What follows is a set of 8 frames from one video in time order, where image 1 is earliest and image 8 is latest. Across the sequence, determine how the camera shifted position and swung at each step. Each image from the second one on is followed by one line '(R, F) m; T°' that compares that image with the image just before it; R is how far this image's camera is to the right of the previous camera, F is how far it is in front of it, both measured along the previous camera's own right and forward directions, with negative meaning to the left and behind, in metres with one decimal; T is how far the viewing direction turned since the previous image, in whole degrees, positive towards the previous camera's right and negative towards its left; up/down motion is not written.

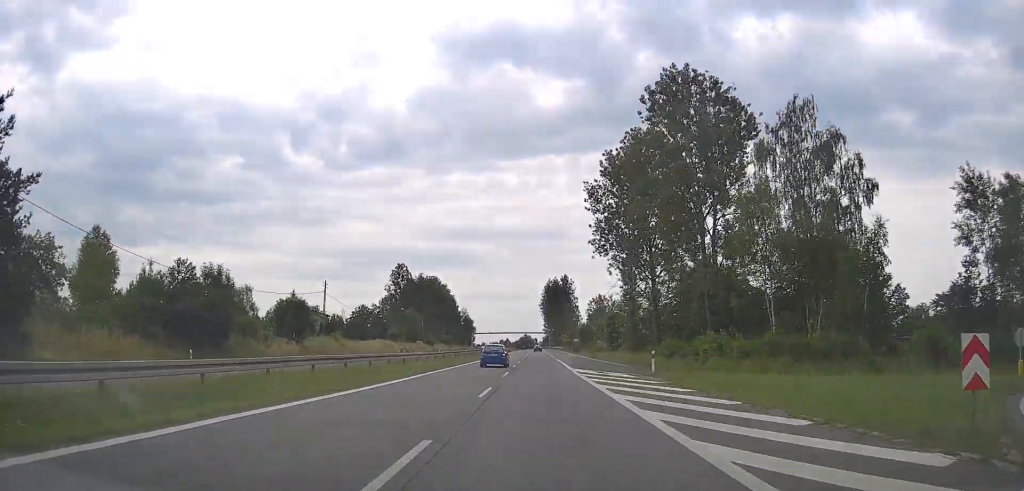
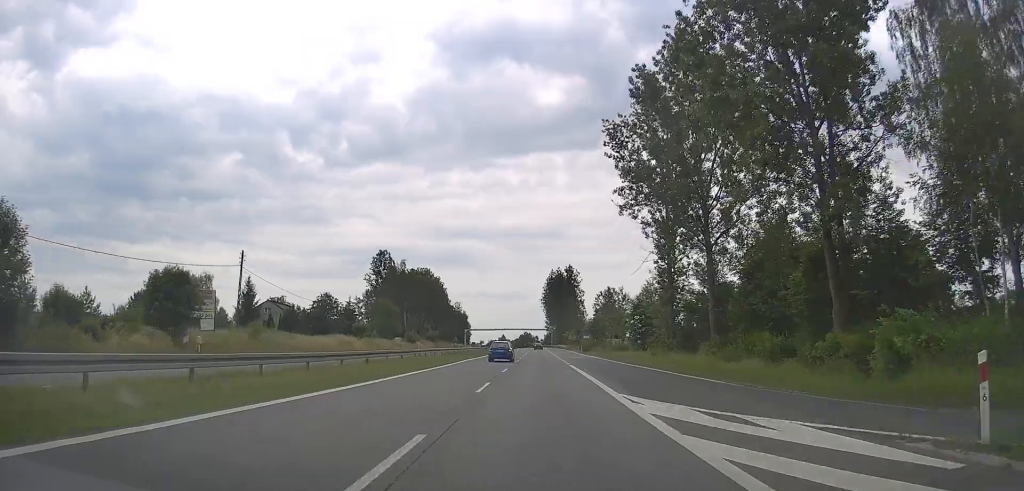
(0.0, +24.3) m; 0°
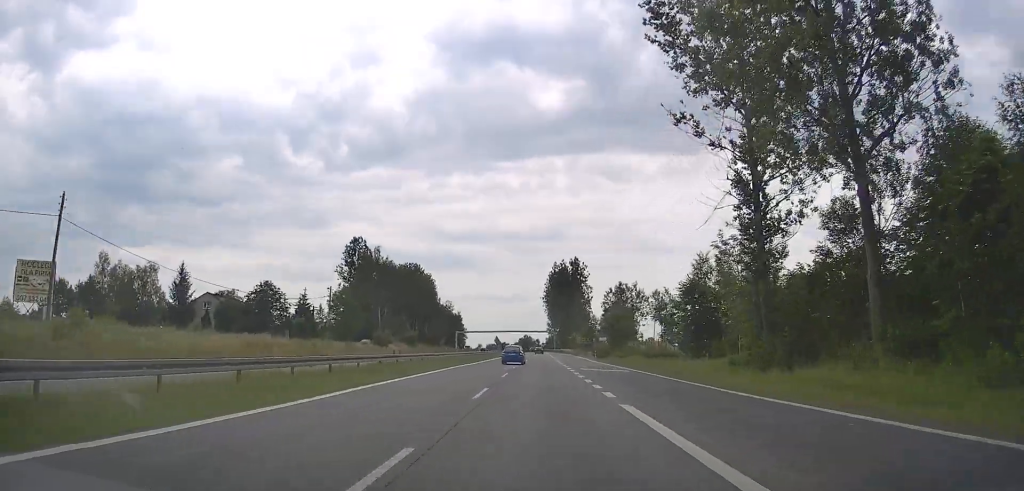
(+0.1, +25.3) m; 0°
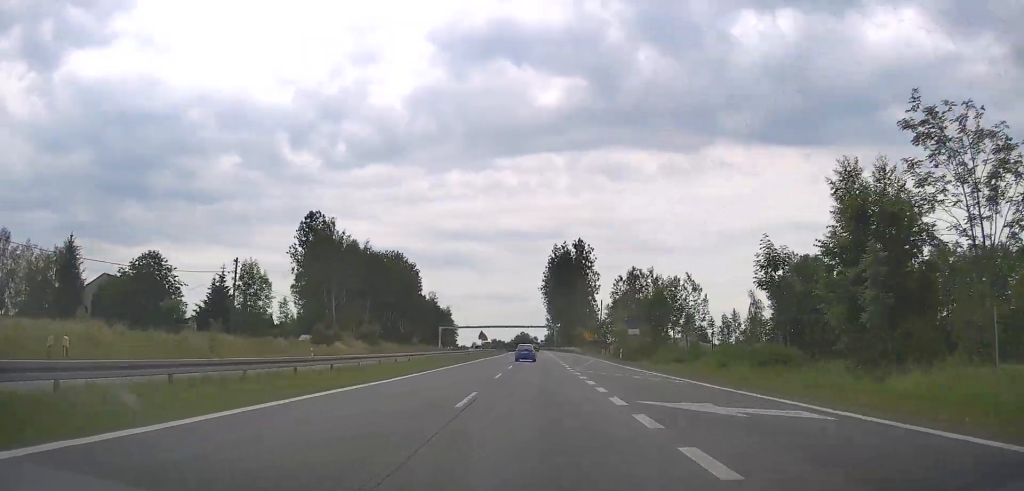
(-0.1, +27.2) m; 0°
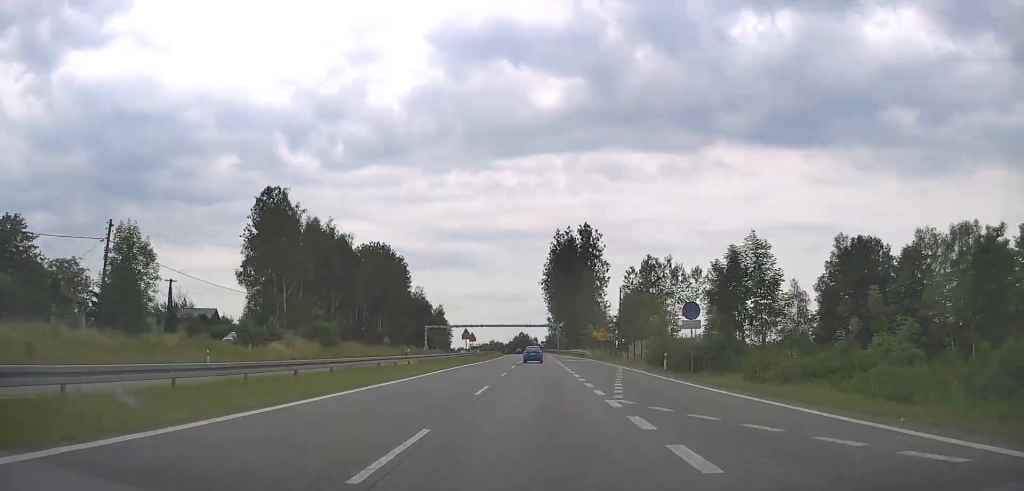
(+0.1, +19.6) m; 0°
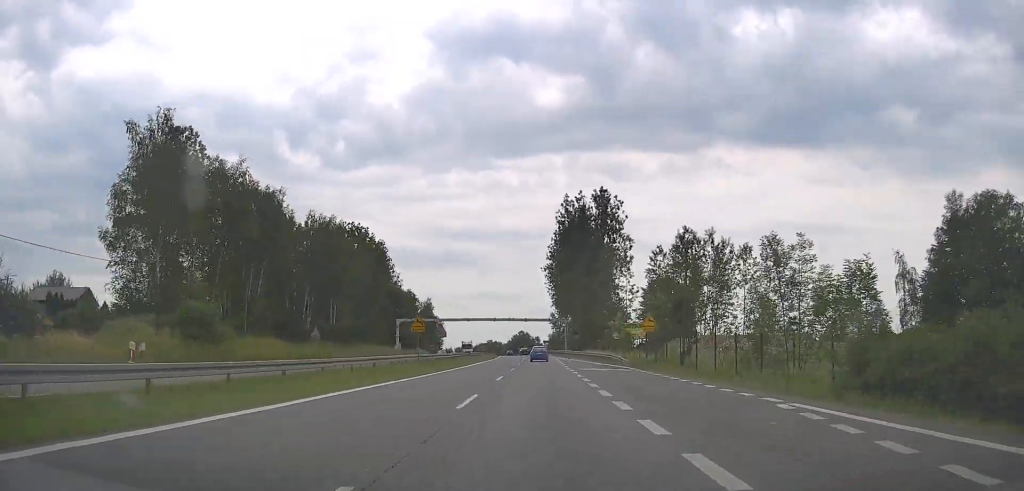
(0.0, +28.8) m; 0°
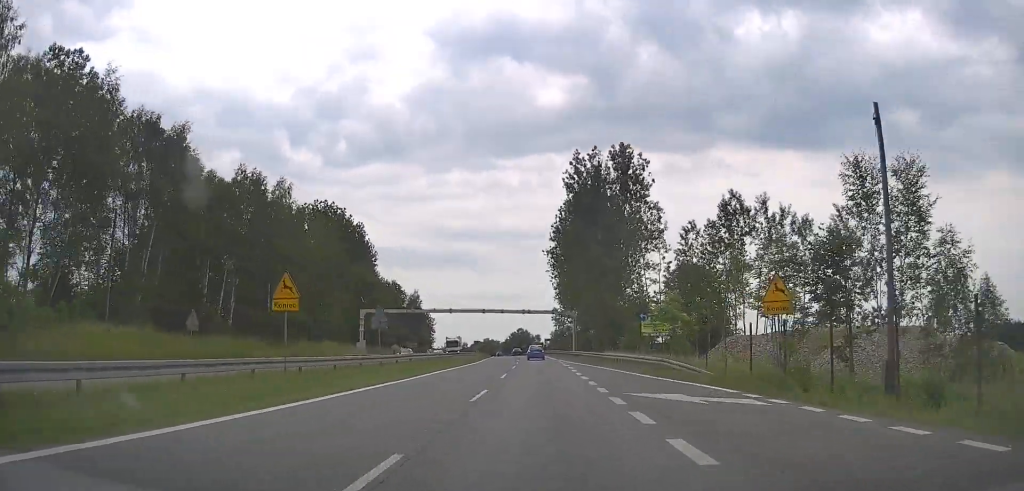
(0.0, +22.2) m; 0°
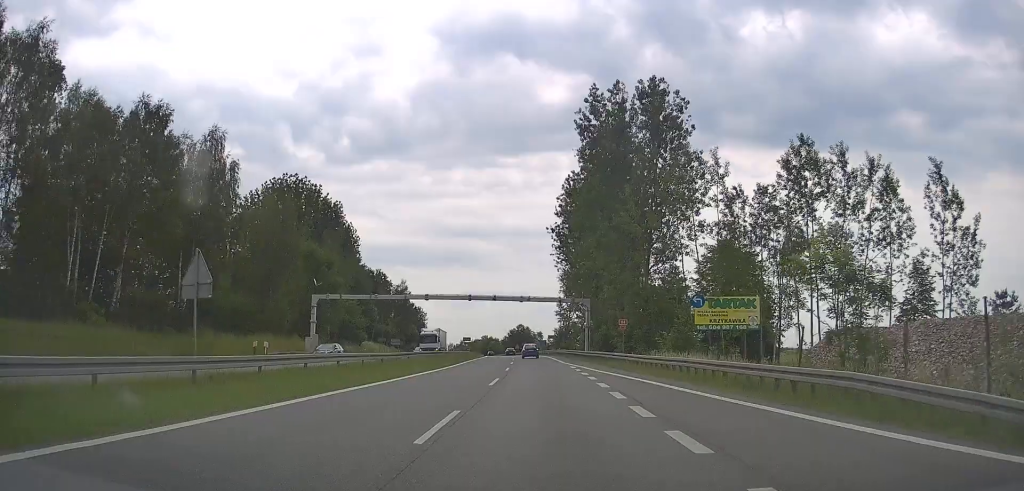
(0.0, +19.4) m; 0°
